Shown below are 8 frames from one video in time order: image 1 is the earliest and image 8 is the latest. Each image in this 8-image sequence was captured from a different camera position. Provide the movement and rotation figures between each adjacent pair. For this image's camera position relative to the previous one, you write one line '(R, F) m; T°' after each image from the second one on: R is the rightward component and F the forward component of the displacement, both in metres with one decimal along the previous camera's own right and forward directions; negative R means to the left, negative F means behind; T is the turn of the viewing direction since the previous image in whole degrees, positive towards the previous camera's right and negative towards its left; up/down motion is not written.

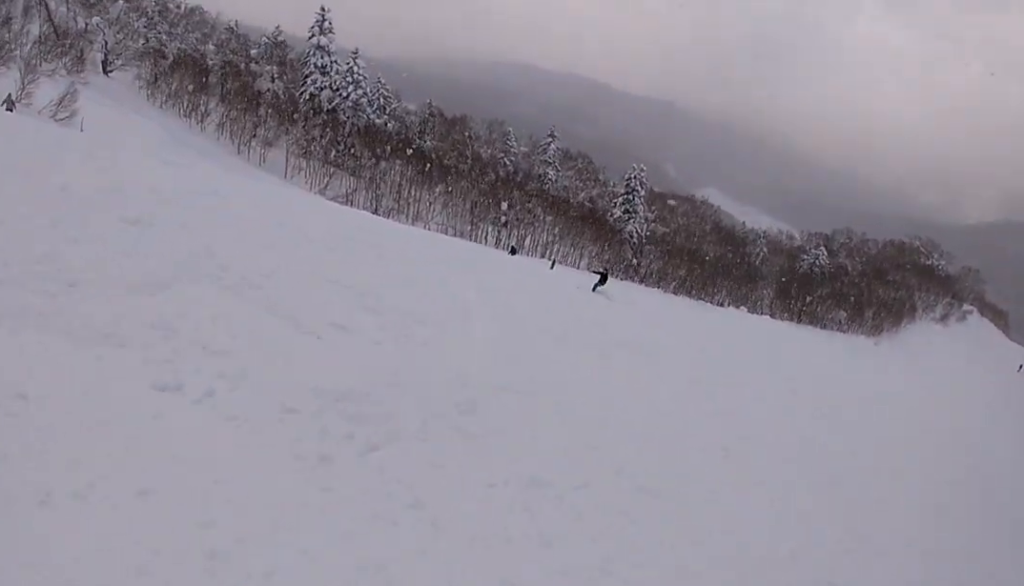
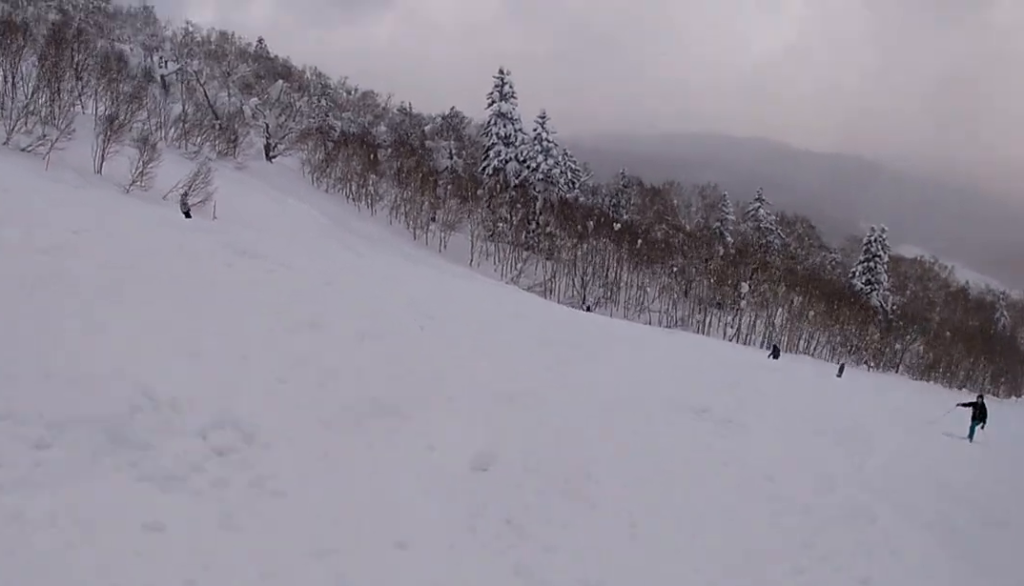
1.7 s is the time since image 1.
(-1.9, +8.9) m; -8°
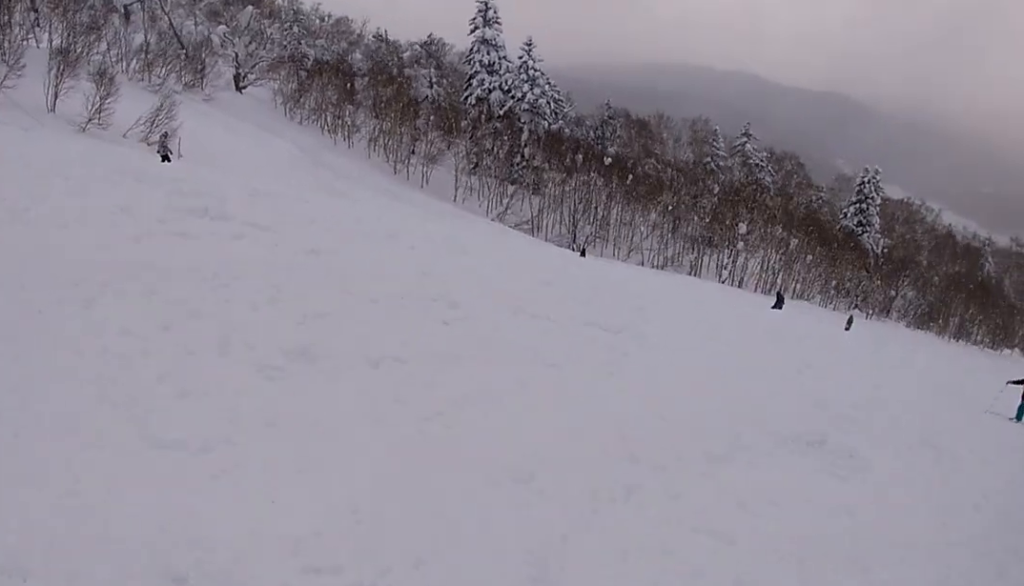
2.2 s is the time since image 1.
(+0.3, +2.2) m; +9°
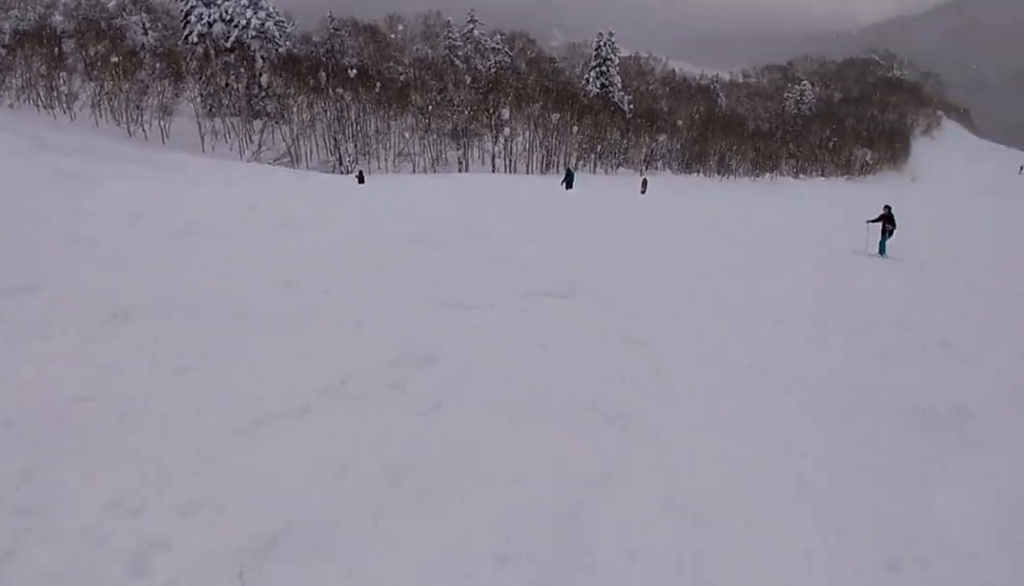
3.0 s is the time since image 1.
(+0.6, +3.6) m; +20°
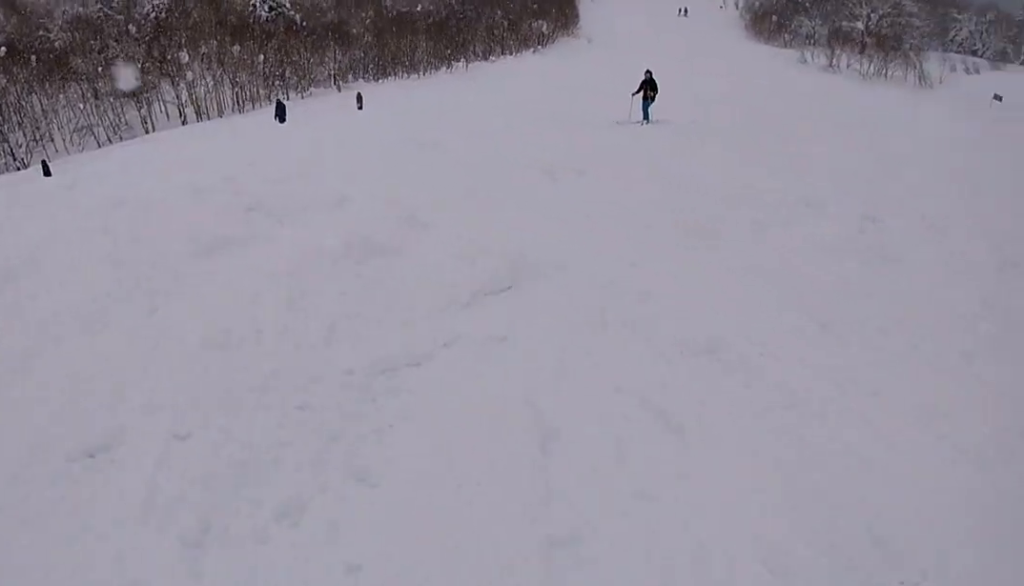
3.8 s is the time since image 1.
(+0.3, +3.5) m; +26°
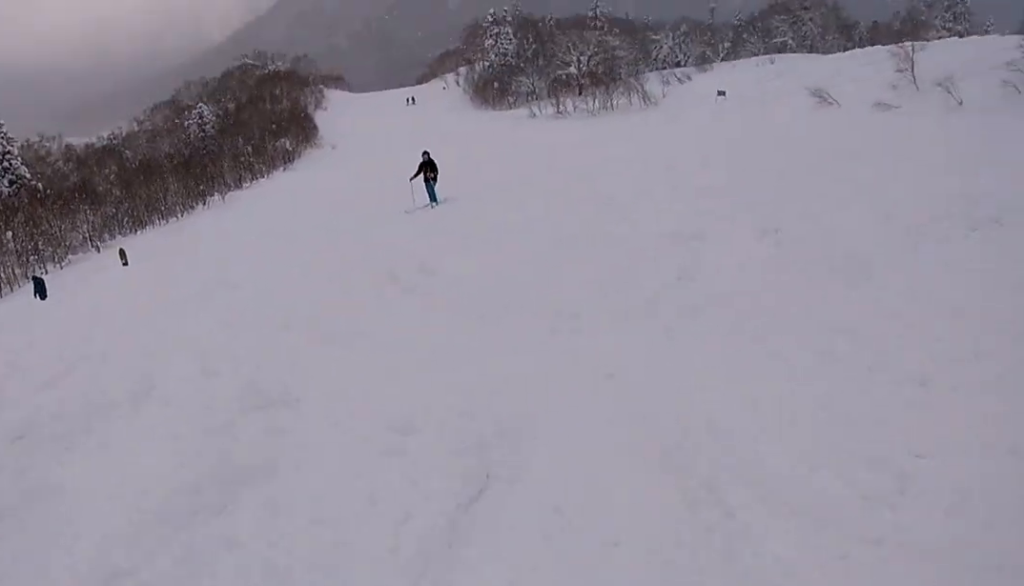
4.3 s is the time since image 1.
(+0.7, +2.3) m; +20°
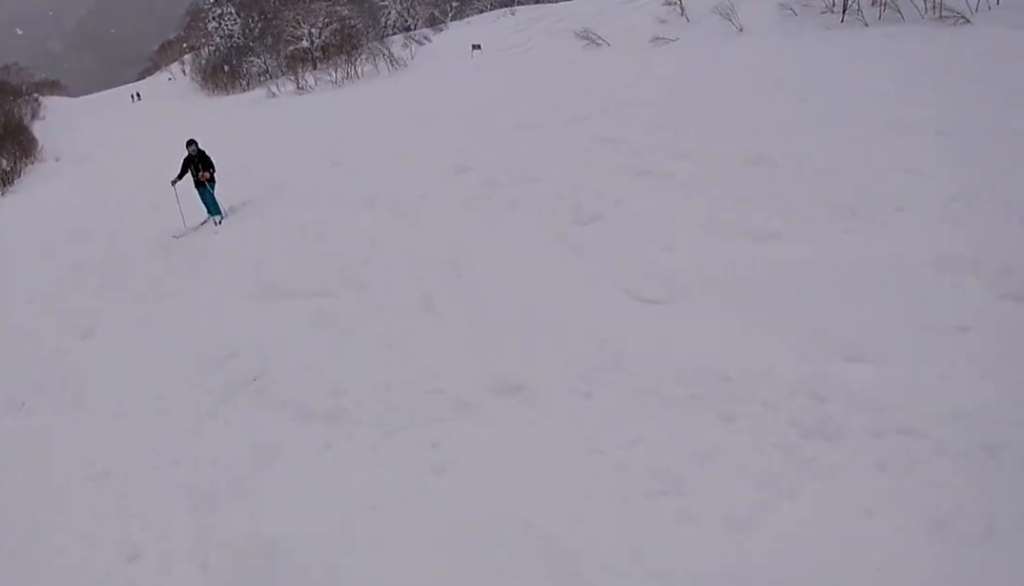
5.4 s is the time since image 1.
(+2.1, +5.0) m; +37°
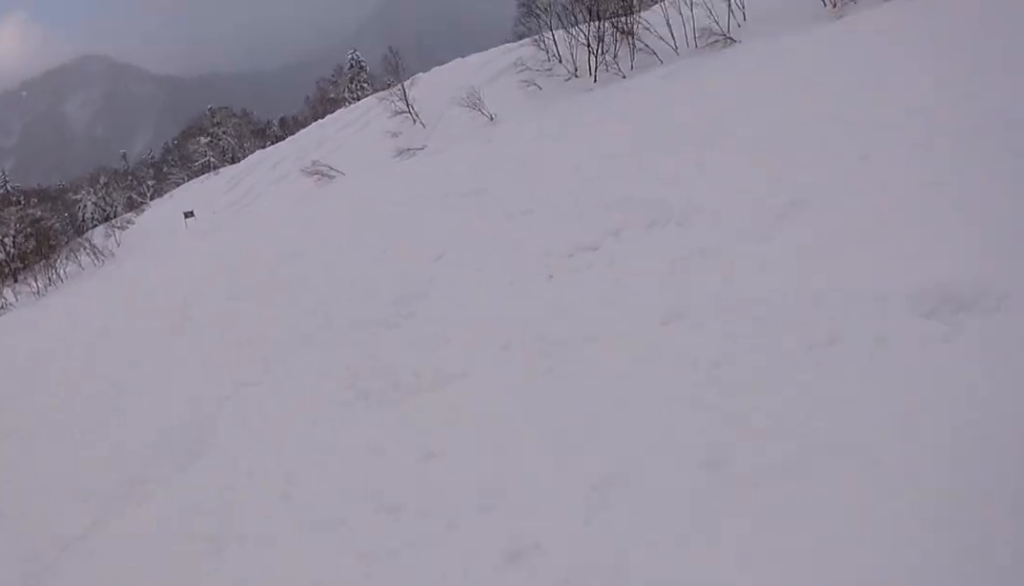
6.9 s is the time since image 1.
(+1.6, +7.6) m; +12°
